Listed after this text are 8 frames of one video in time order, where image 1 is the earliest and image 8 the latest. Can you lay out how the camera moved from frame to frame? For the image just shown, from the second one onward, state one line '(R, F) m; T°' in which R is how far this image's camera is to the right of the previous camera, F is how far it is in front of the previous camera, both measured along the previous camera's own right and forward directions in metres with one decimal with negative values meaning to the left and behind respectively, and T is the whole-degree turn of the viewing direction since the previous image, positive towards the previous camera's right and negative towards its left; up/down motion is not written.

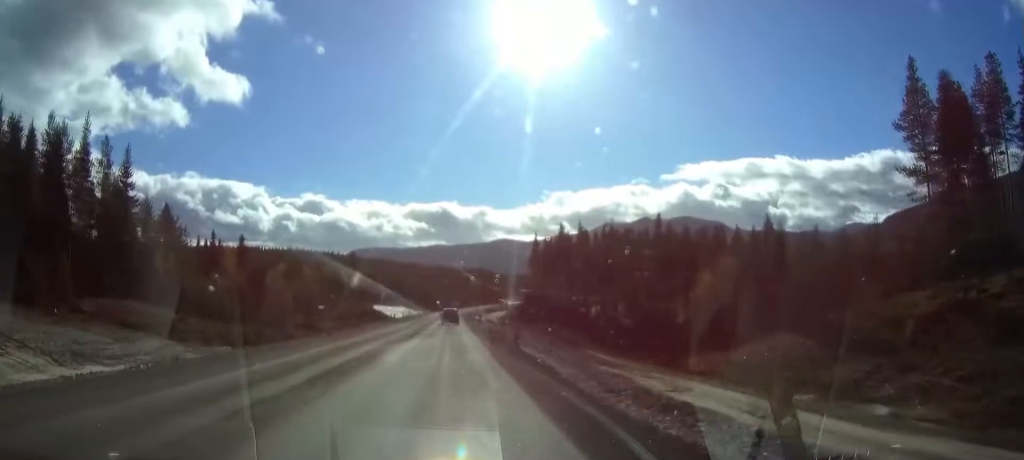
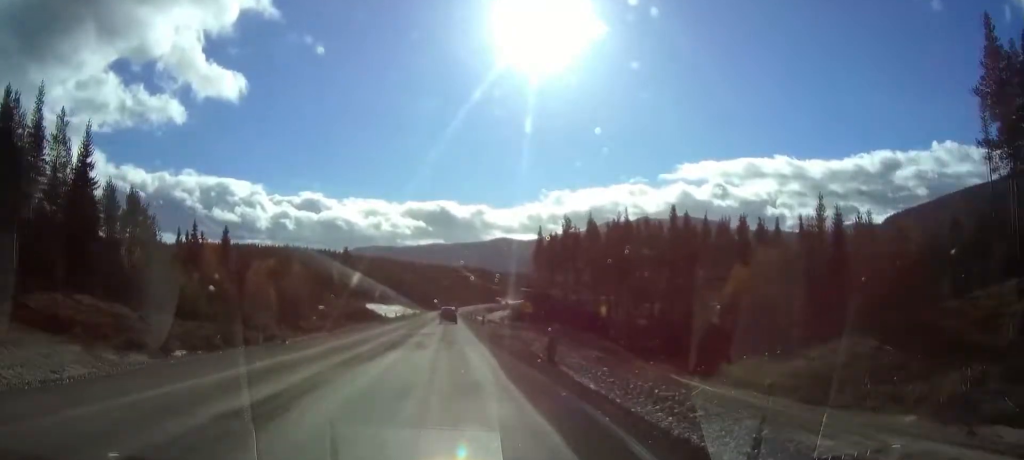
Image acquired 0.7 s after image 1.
(-0.1, +10.6) m; 0°
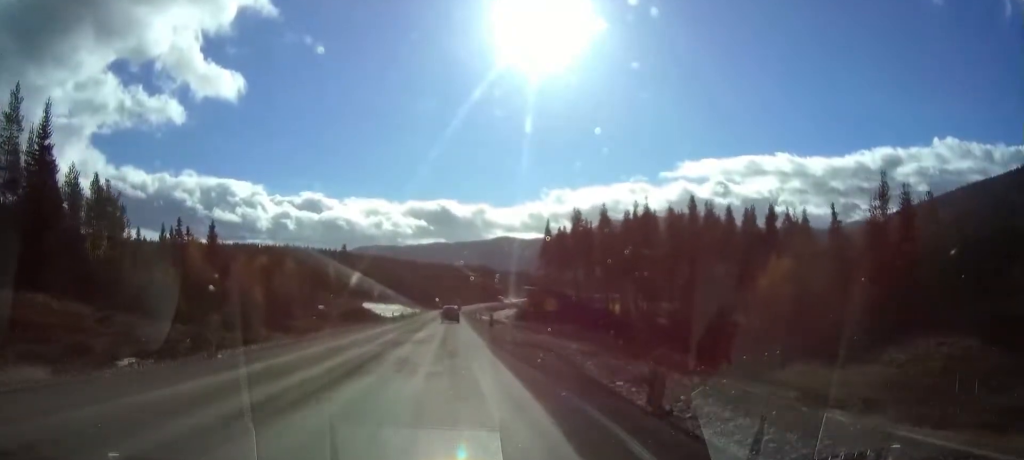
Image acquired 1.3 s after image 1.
(0.0, +9.7) m; 0°
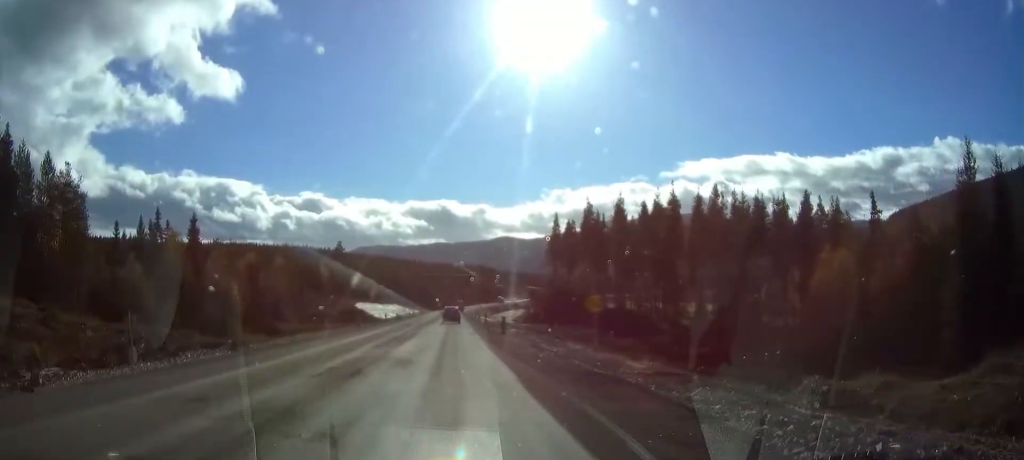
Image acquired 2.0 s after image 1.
(0.0, +10.9) m; 0°
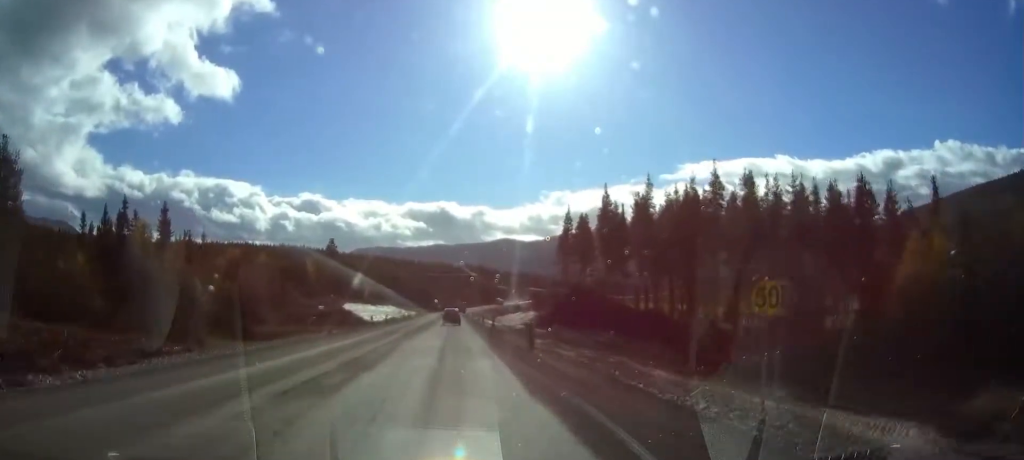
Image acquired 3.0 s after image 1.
(+0.1, +14.2) m; 0°
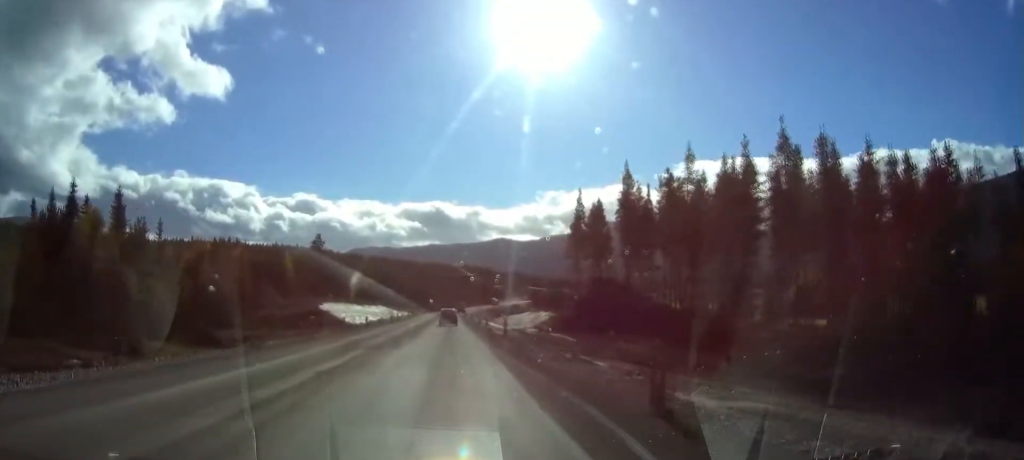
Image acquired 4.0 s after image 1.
(0.0, +16.4) m; 0°
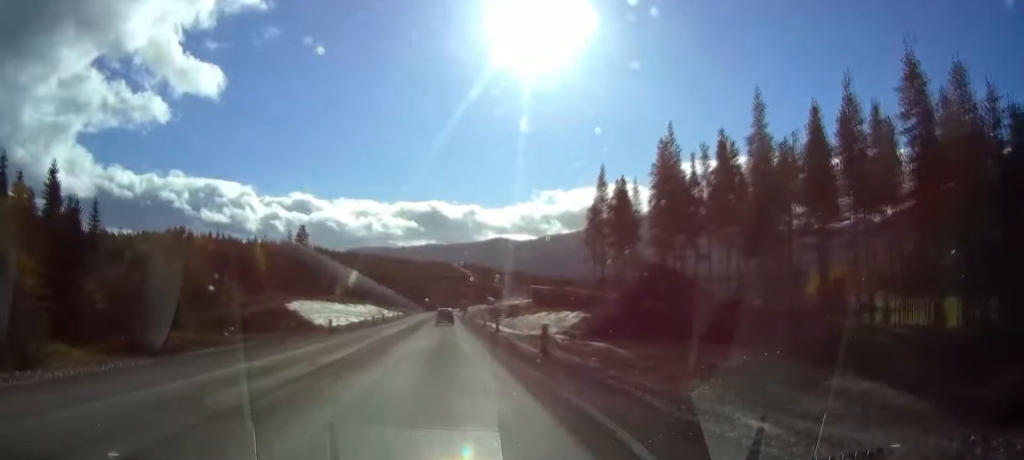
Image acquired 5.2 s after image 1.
(0.0, +18.3) m; 0°
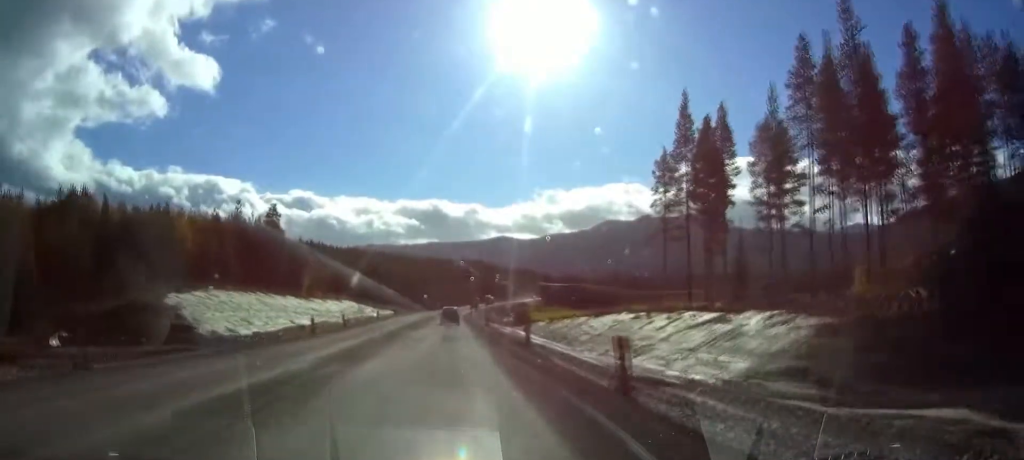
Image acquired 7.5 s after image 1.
(-0.2, +33.8) m; 0°
